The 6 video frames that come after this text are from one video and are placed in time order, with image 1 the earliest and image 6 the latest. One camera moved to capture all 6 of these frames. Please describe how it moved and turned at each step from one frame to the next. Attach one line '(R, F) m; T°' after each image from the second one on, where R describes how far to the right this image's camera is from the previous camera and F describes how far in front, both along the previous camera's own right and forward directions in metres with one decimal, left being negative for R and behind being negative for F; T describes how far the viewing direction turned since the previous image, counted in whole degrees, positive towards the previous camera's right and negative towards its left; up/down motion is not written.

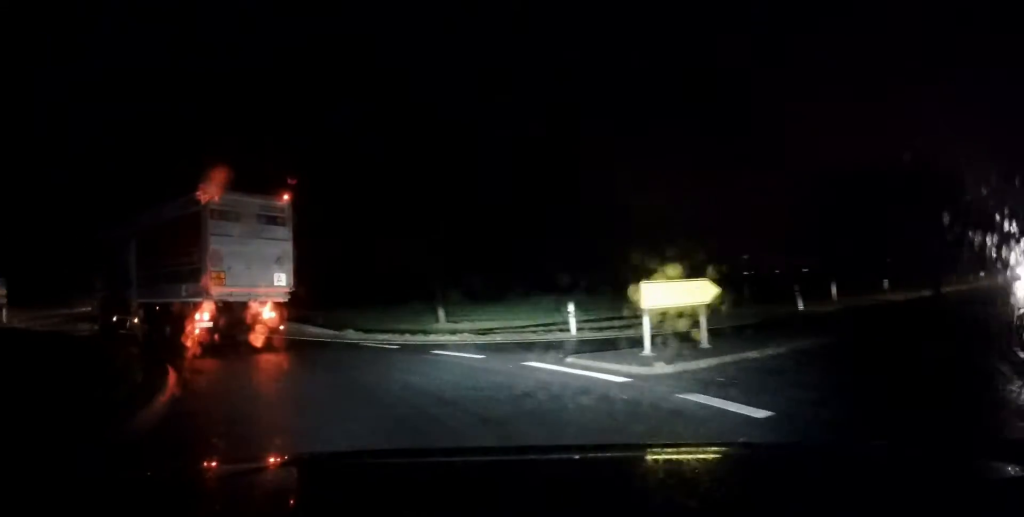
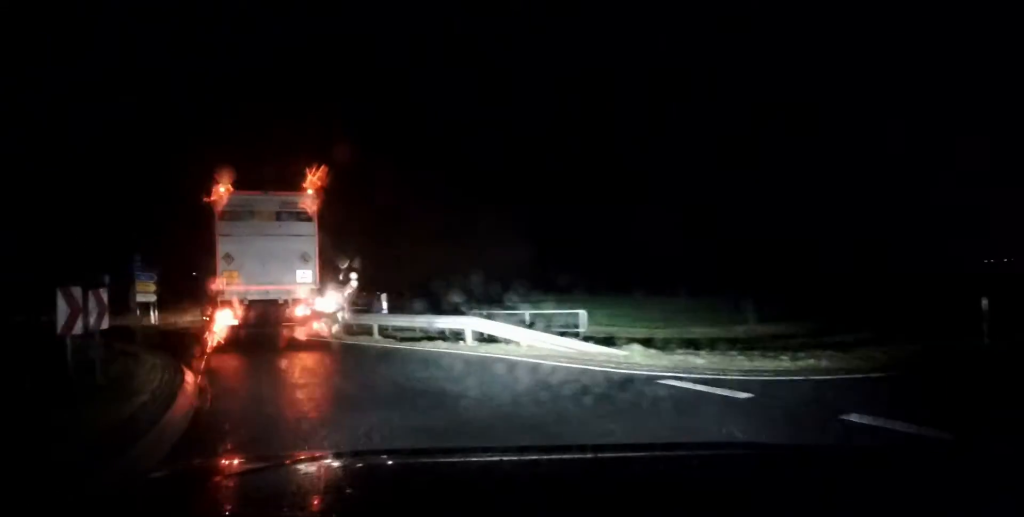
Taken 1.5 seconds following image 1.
(-2.3, +7.6) m; -24°
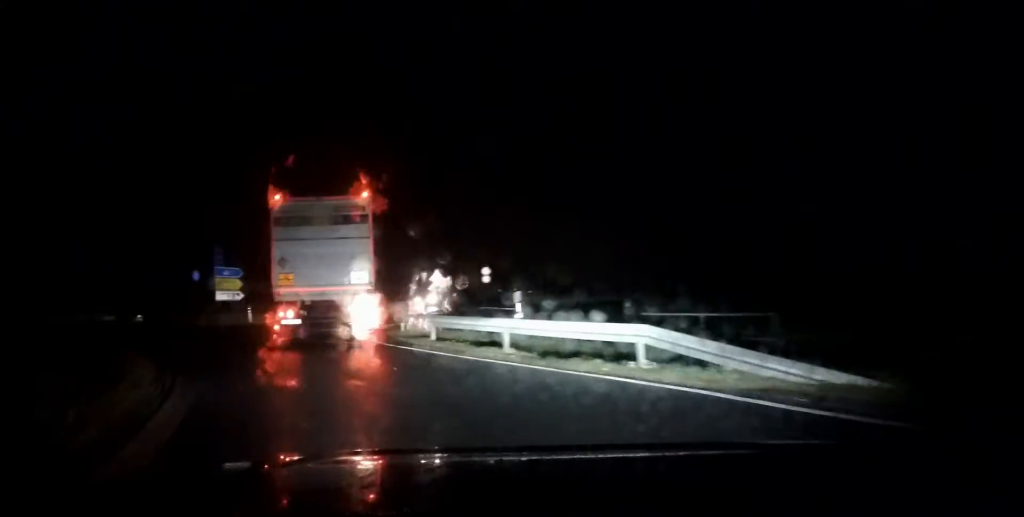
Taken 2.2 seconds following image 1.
(-0.3, +4.4) m; -10°
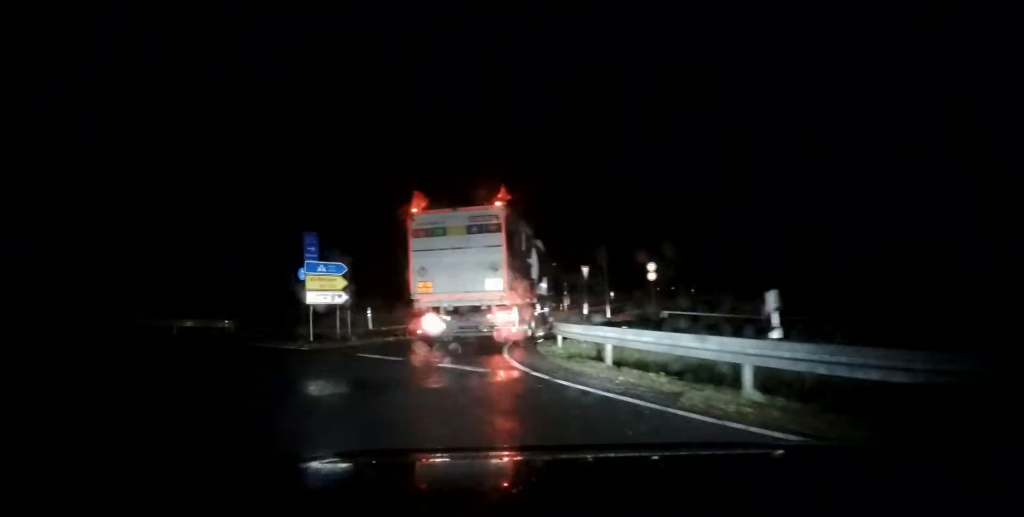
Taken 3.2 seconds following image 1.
(-0.8, +5.7) m; -8°
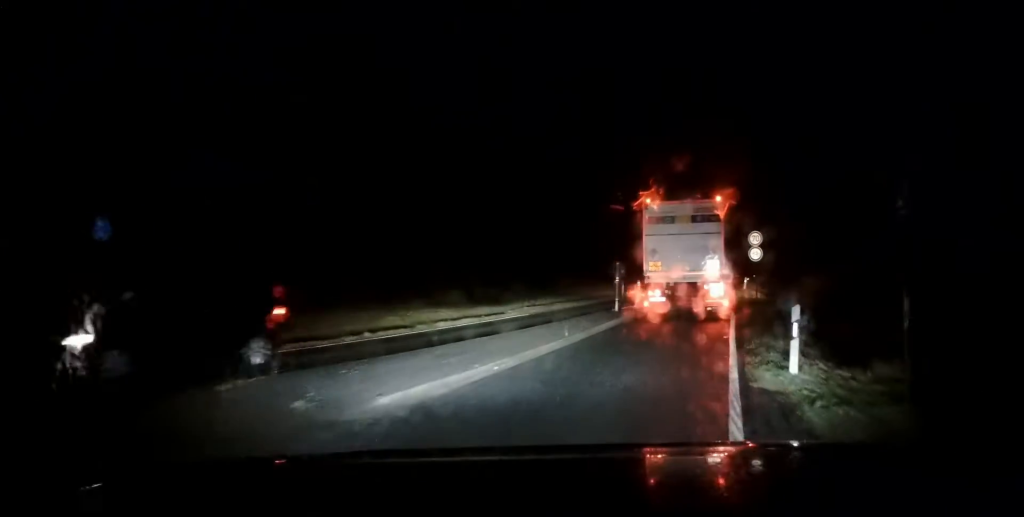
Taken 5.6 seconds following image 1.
(+2.0, +16.7) m; +18°
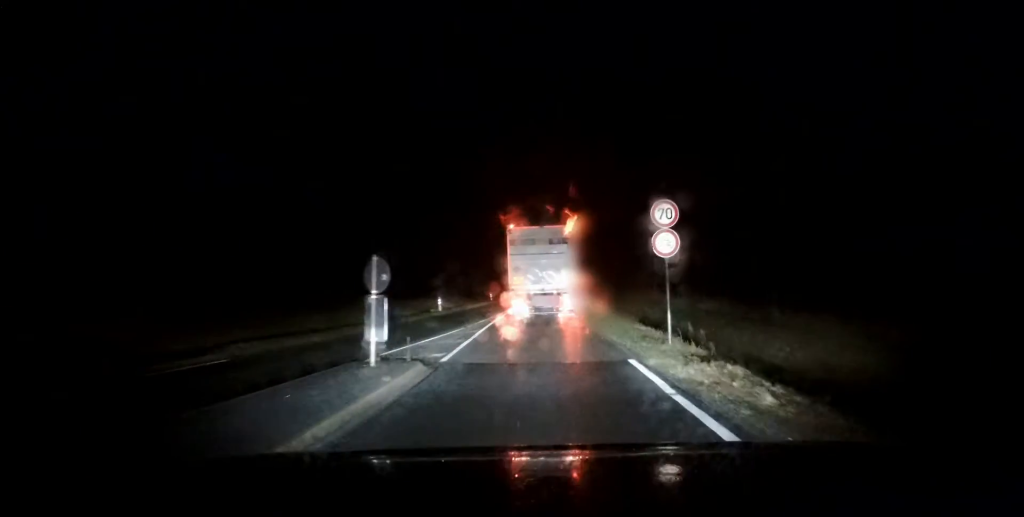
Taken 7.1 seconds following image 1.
(+1.1, +12.0) m; +8°
